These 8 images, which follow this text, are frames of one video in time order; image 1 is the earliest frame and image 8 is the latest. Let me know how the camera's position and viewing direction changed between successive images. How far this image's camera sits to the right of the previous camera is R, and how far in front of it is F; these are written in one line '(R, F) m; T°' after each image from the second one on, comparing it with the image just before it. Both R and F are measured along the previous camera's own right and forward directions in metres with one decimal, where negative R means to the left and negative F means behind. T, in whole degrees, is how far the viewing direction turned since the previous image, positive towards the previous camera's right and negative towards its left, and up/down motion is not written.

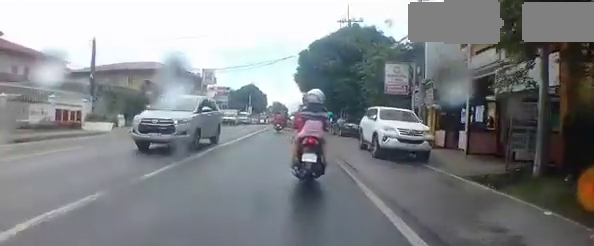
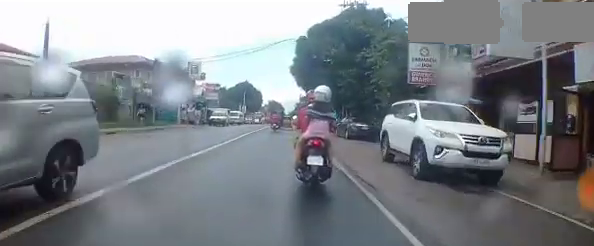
(+0.1, +3.9) m; 0°
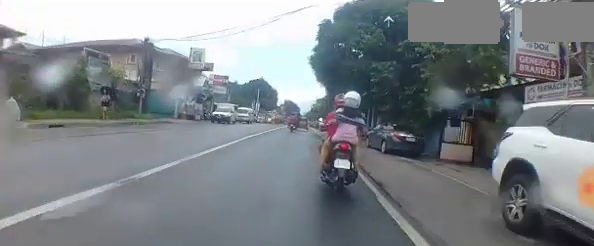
(+0.1, +5.9) m; -2°
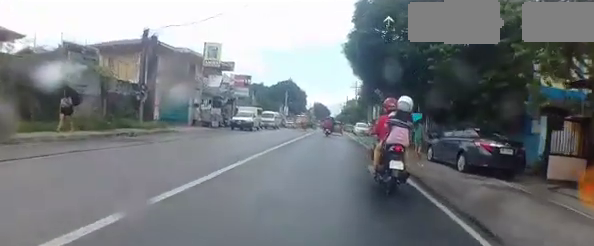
(-0.4, +4.3) m; 0°
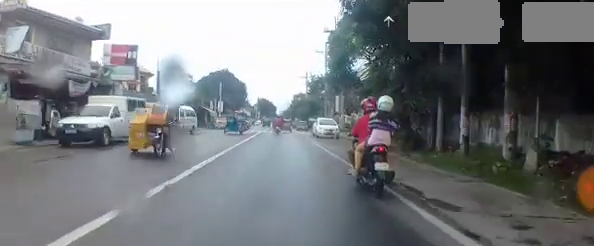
(+0.8, +14.3) m; -1°
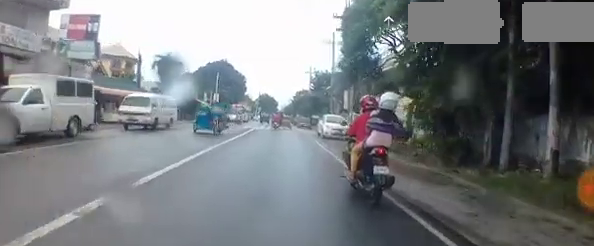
(-0.1, +4.4) m; -1°
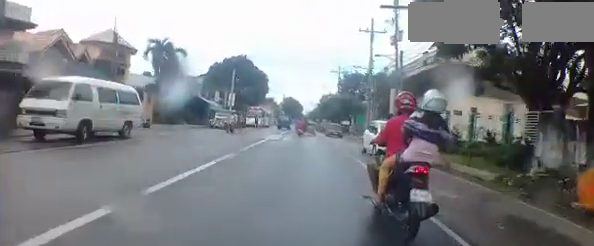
(0.0, +7.0) m; +4°
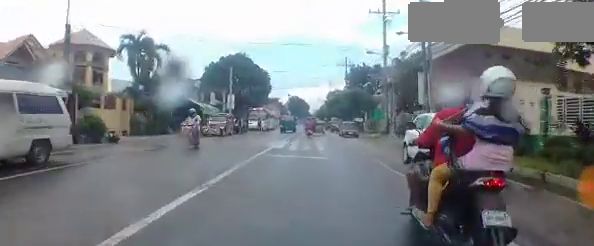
(+0.3, +4.4) m; +1°
